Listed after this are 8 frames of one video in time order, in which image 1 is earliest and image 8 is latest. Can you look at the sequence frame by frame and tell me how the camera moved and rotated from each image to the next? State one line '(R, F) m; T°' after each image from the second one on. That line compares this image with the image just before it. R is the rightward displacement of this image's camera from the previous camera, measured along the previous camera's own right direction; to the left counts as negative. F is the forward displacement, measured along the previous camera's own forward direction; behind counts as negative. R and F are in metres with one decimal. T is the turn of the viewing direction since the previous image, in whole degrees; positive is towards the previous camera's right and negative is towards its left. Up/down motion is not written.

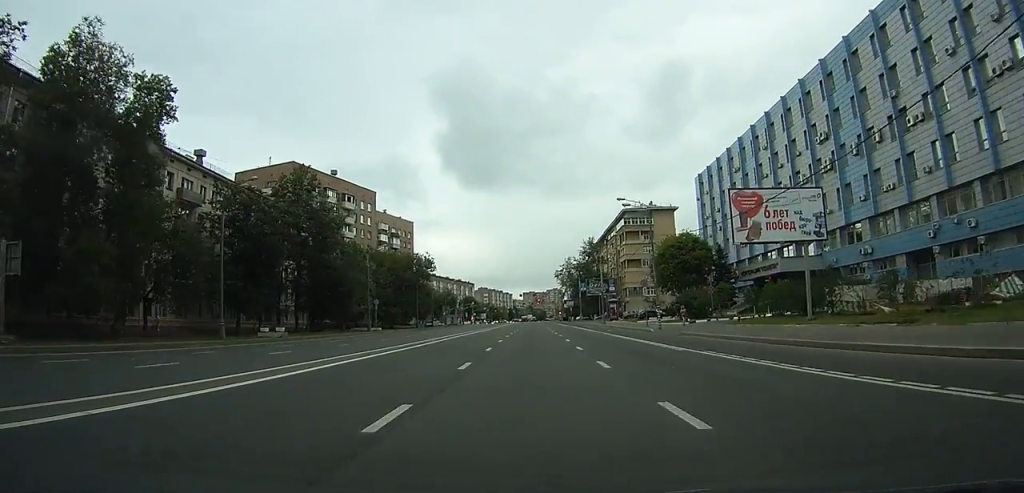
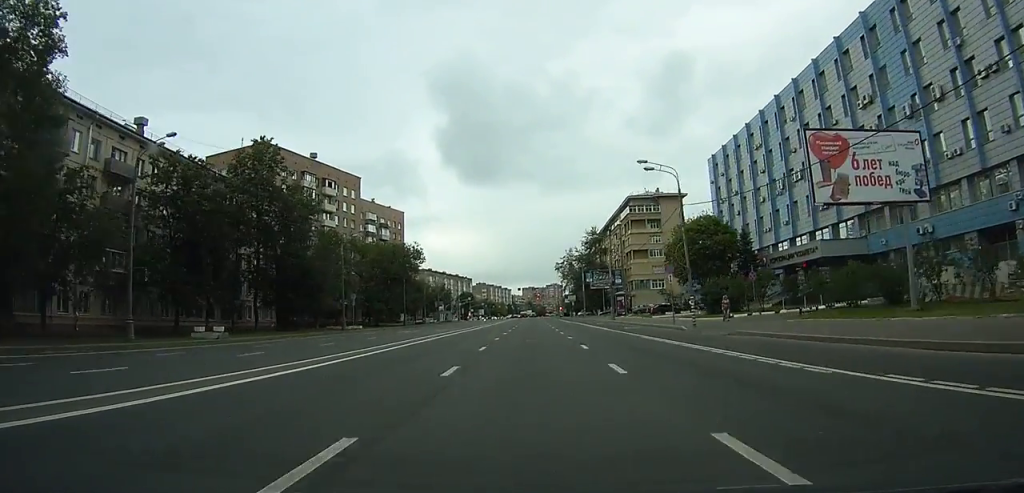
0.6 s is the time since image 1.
(0.0, +10.5) m; 0°
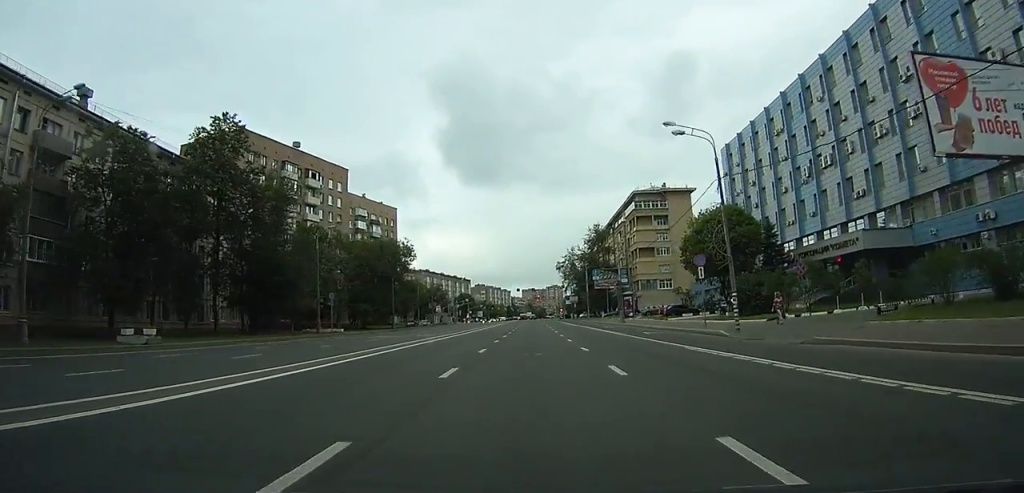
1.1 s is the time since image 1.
(0.0, +8.2) m; 0°
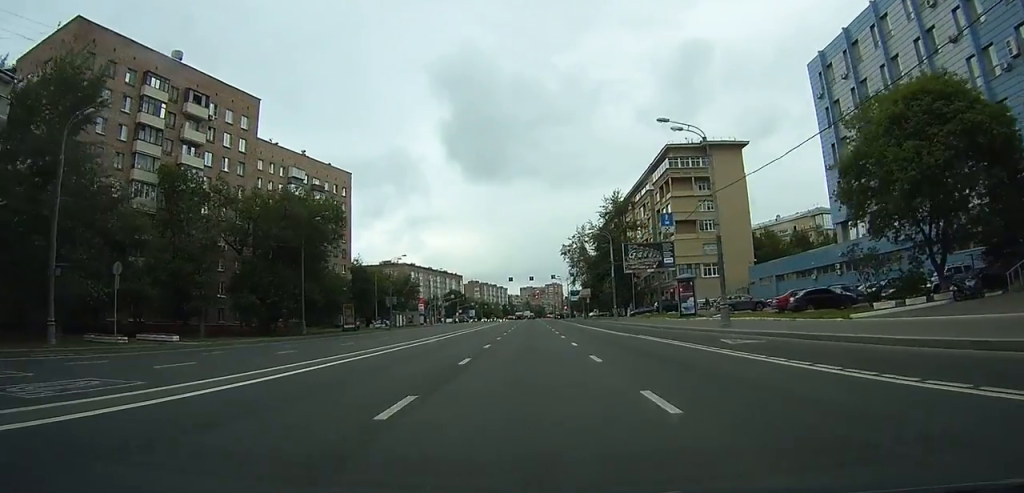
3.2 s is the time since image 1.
(-0.1, +37.4) m; -1°
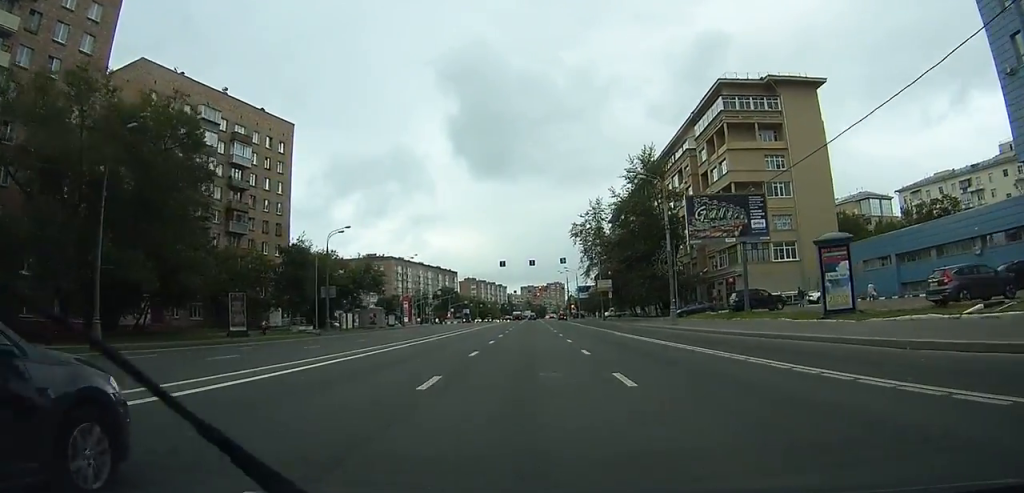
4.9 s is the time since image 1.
(-0.3, +29.9) m; -1°
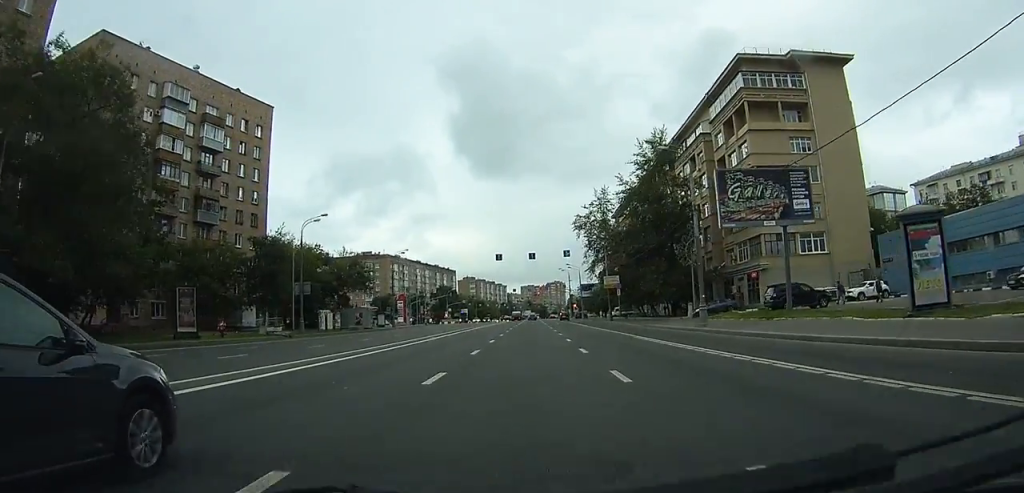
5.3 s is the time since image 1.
(0.0, +7.6) m; 0°
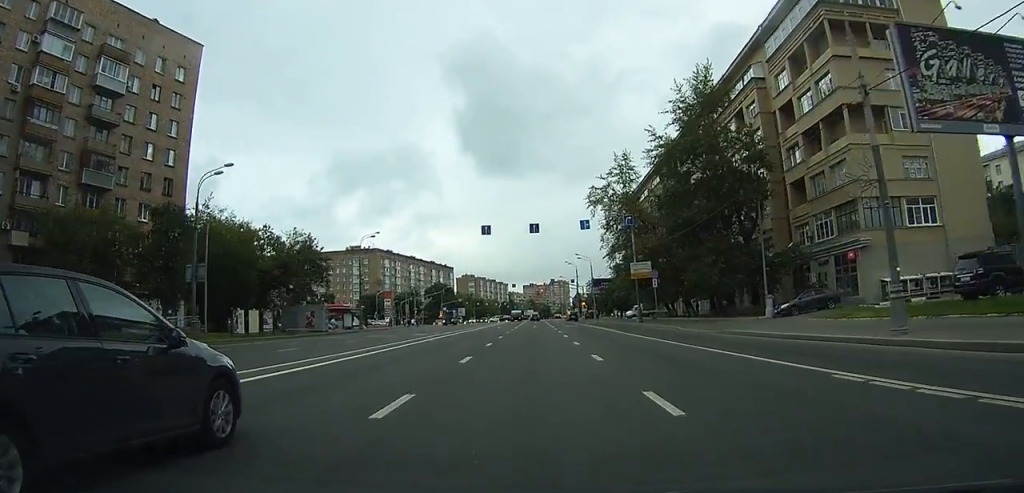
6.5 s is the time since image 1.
(0.0, +19.8) m; 0°
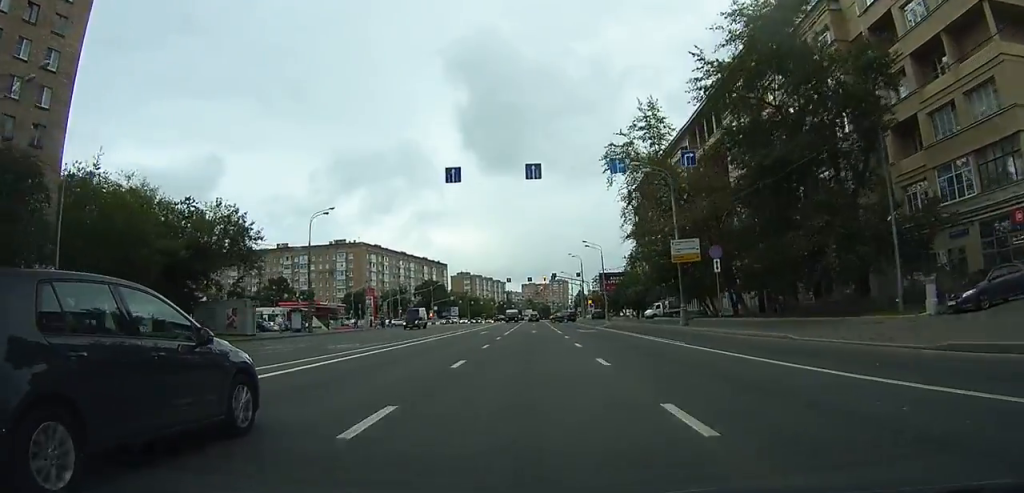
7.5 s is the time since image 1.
(0.0, +17.7) m; 0°
